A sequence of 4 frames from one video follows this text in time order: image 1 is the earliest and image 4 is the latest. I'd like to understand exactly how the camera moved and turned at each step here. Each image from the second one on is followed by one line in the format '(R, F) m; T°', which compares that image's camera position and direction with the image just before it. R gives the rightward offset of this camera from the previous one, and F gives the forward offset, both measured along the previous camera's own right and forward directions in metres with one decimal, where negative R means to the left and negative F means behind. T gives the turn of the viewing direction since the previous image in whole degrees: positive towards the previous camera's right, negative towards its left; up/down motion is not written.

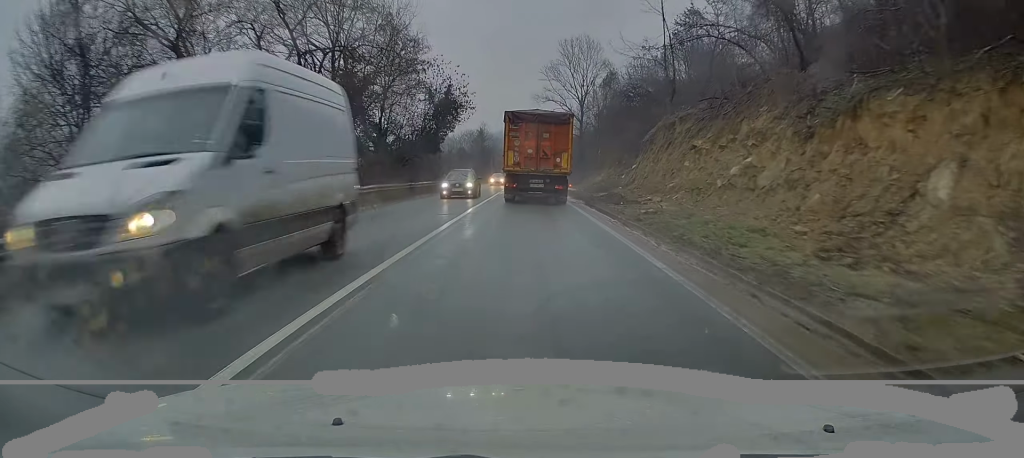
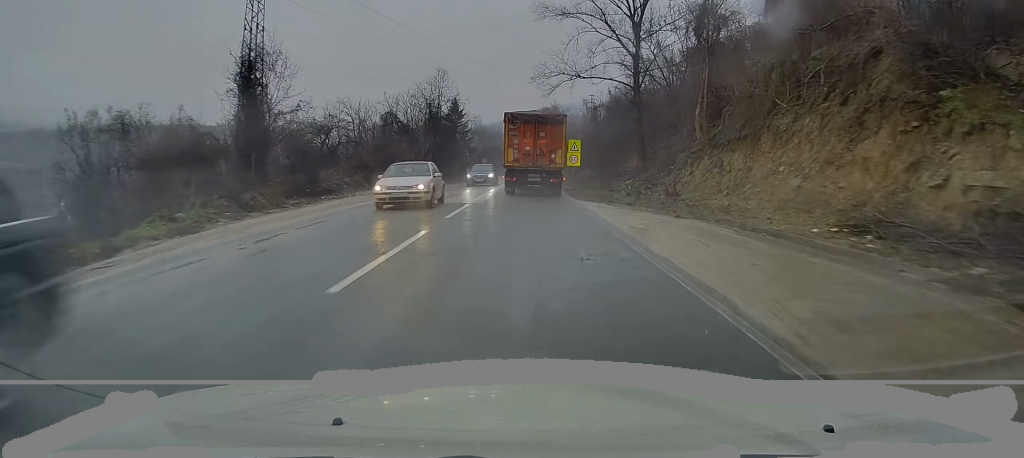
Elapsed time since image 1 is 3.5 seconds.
(-0.5, +58.0) m; 0°
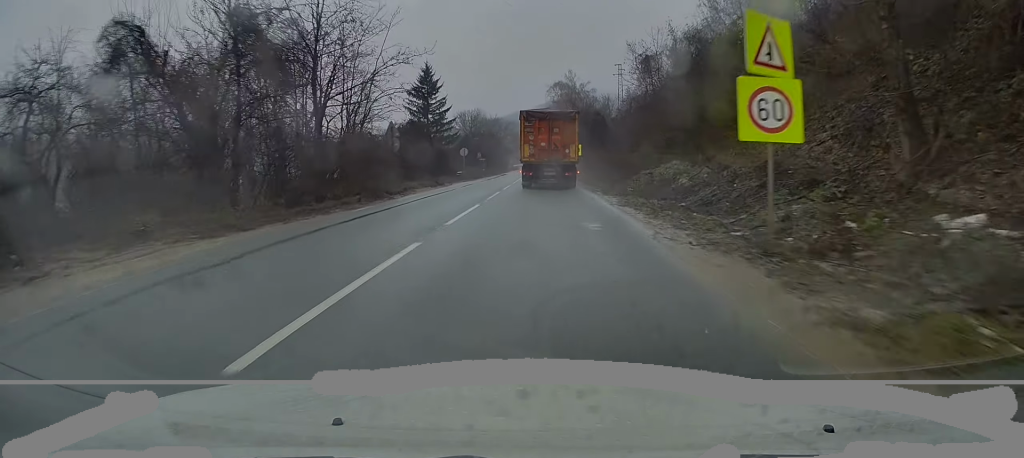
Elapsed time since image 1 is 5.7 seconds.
(+0.2, +38.6) m; -1°
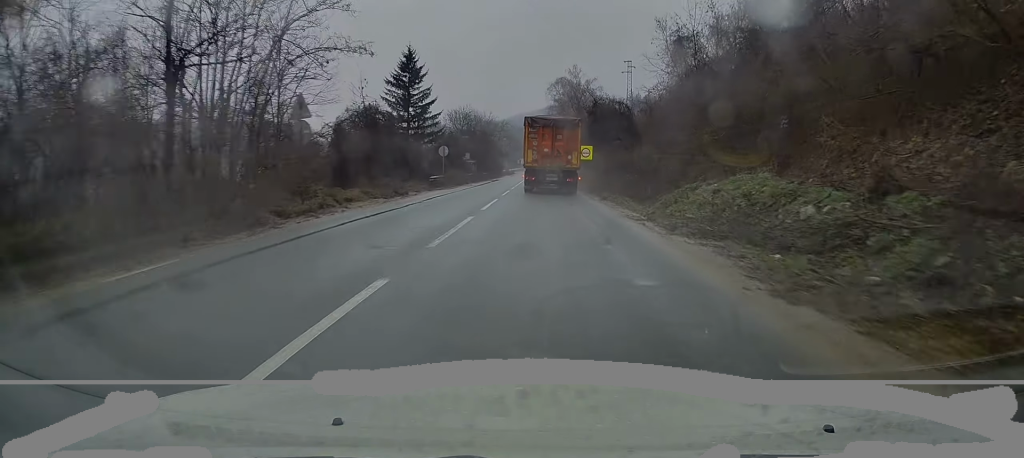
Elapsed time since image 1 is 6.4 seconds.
(-0.4, +12.0) m; 0°
